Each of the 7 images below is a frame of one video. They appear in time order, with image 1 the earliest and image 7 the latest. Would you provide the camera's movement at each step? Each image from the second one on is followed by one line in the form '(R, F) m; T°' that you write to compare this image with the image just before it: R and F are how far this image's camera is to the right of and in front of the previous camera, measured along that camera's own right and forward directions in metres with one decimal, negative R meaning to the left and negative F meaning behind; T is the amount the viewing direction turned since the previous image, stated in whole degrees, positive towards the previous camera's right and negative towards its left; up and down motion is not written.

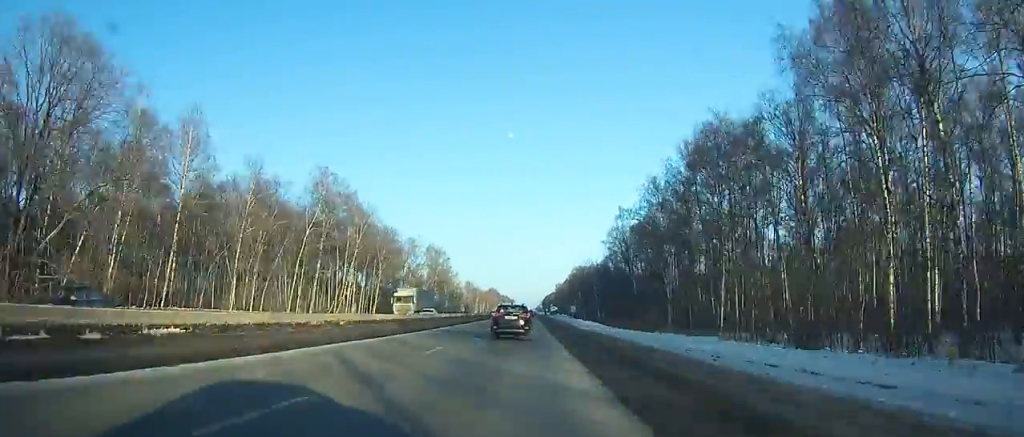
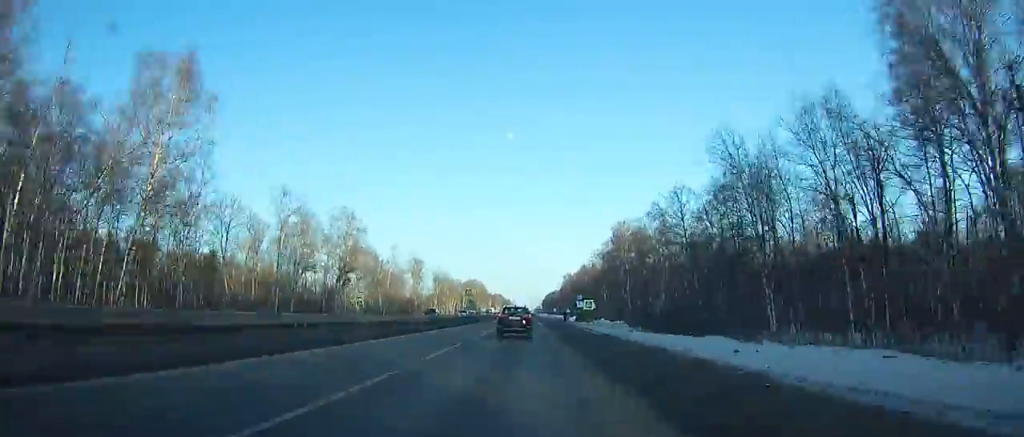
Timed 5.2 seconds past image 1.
(+0.8, +117.4) m; 0°
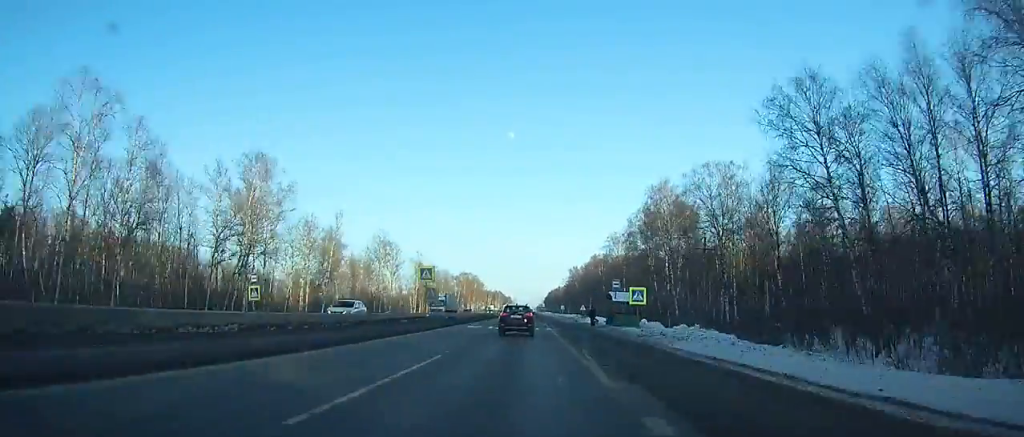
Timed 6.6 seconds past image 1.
(-0.1, +31.8) m; 0°
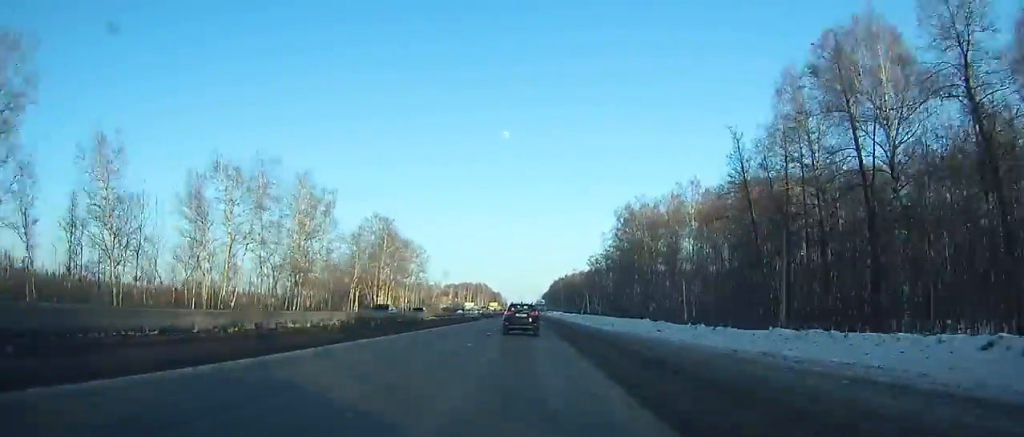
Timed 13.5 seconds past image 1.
(-0.6, +152.2) m; 0°
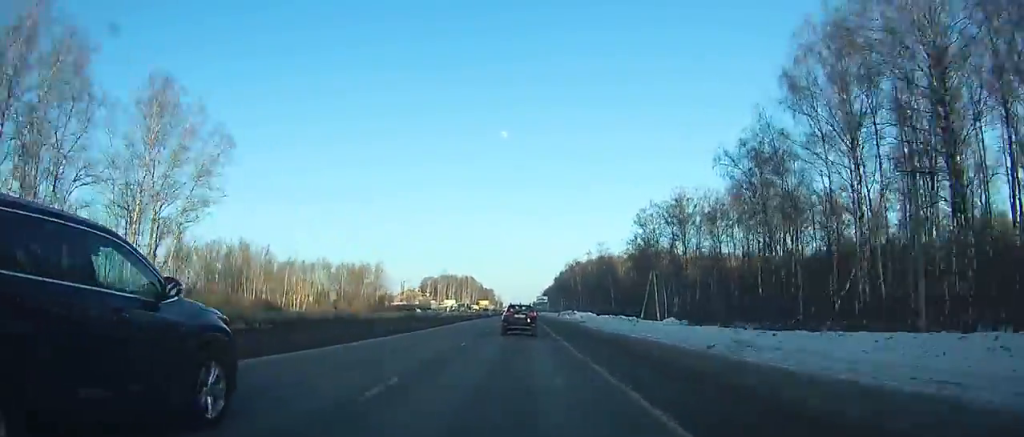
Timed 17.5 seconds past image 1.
(+0.3, +88.2) m; 0°
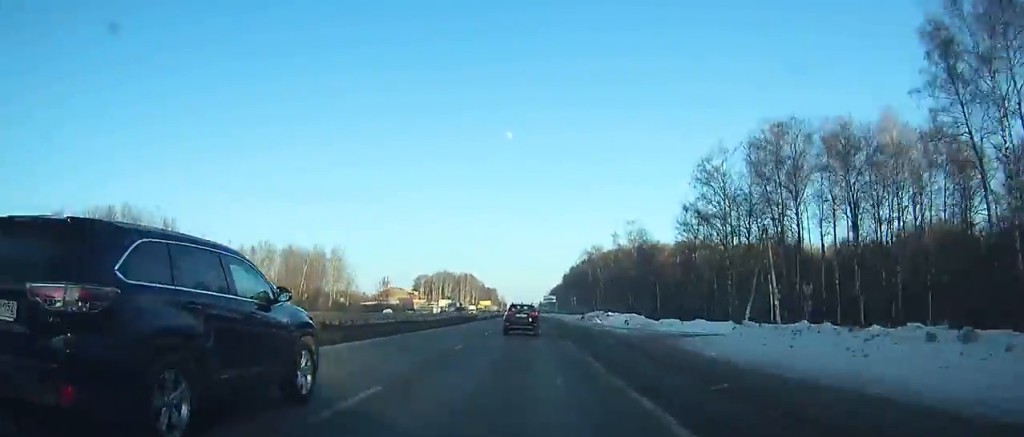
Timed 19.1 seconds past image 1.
(0.0, +37.0) m; 0°
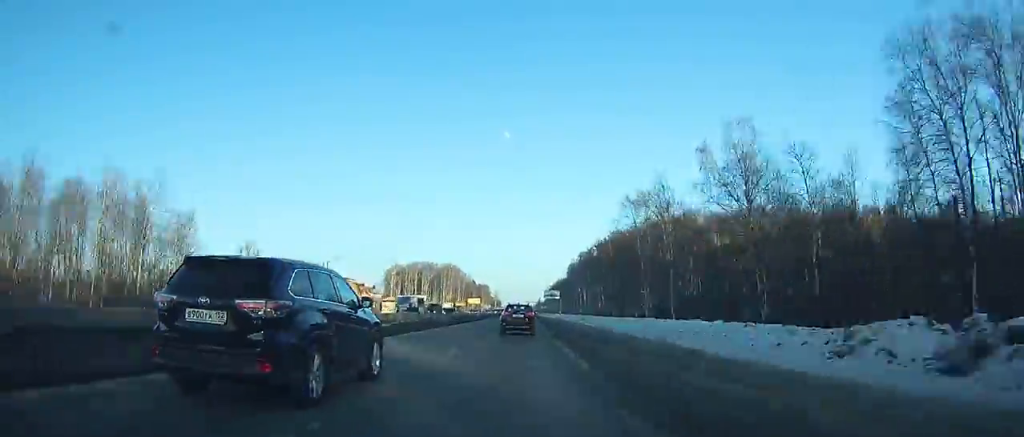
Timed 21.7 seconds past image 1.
(-0.2, +61.5) m; 0°
